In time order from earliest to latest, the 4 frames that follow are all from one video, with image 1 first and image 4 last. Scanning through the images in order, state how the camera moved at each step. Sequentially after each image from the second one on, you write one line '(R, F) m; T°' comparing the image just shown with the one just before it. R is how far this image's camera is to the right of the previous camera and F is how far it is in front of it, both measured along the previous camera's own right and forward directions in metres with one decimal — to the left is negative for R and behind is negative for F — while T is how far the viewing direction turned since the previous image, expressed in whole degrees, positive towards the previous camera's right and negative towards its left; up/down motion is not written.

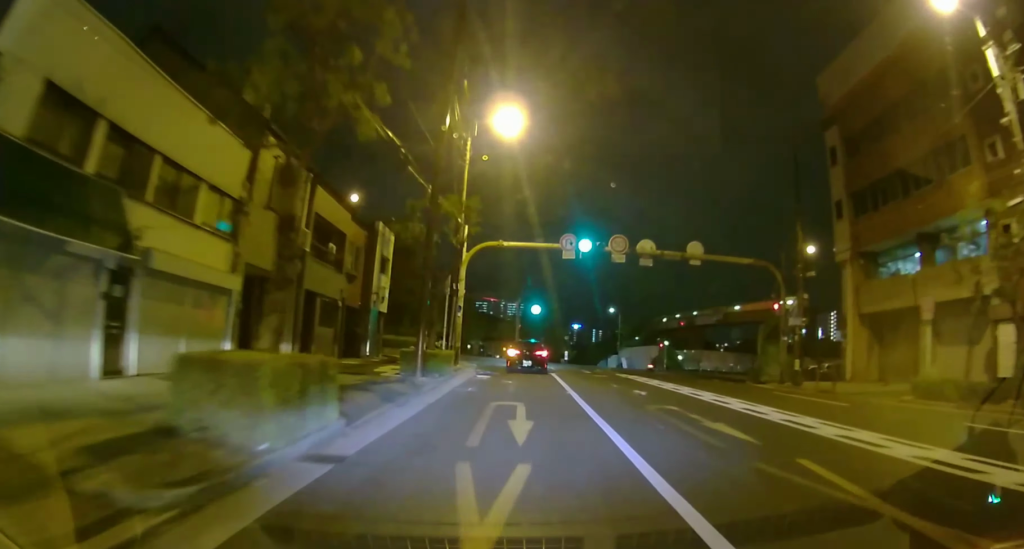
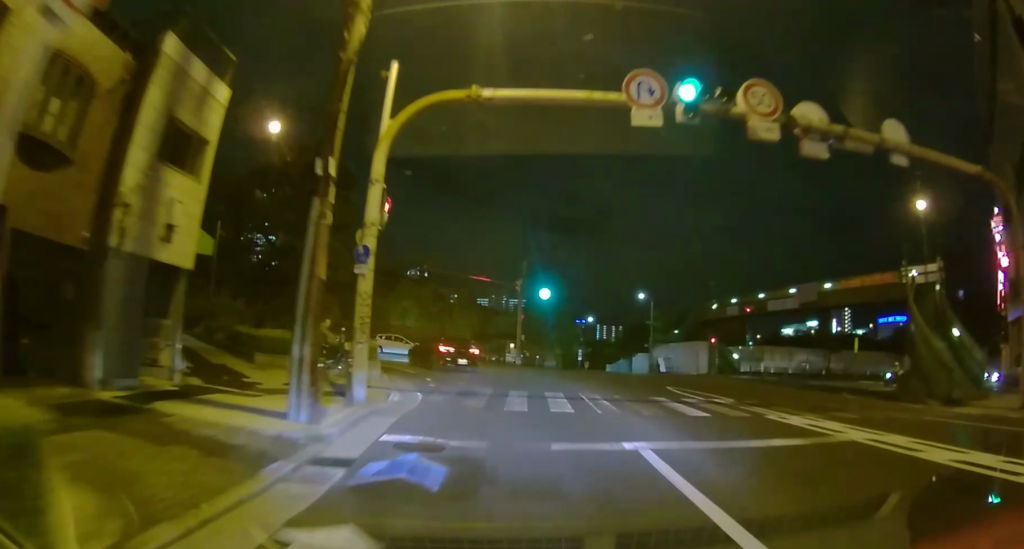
(-0.3, +18.0) m; -4°
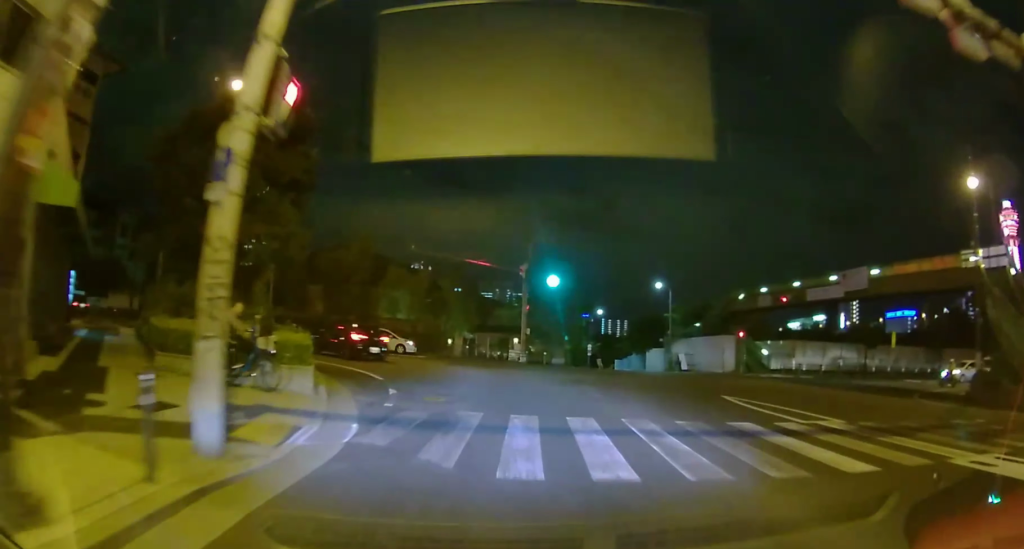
(-0.2, +5.5) m; -2°
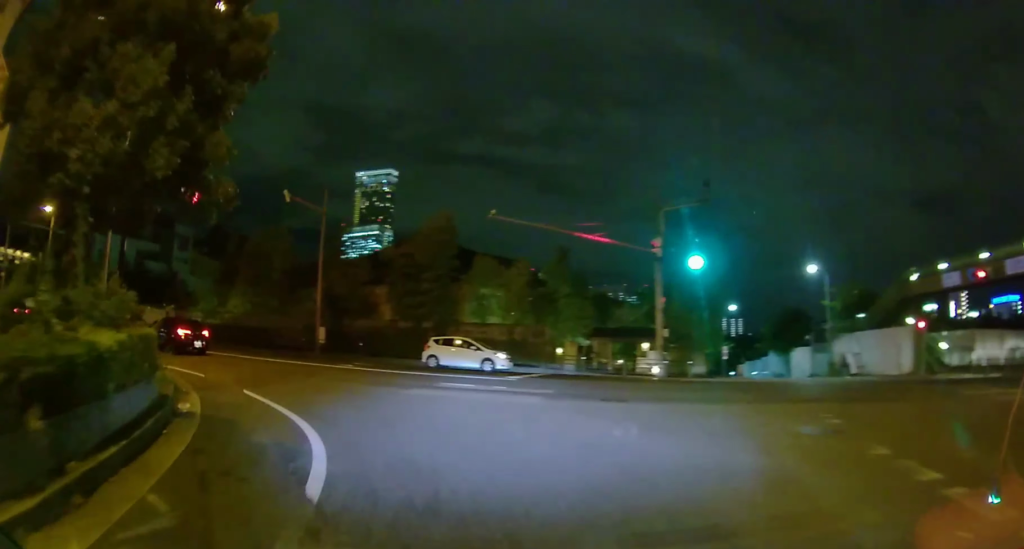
(-0.7, +10.8) m; -20°
